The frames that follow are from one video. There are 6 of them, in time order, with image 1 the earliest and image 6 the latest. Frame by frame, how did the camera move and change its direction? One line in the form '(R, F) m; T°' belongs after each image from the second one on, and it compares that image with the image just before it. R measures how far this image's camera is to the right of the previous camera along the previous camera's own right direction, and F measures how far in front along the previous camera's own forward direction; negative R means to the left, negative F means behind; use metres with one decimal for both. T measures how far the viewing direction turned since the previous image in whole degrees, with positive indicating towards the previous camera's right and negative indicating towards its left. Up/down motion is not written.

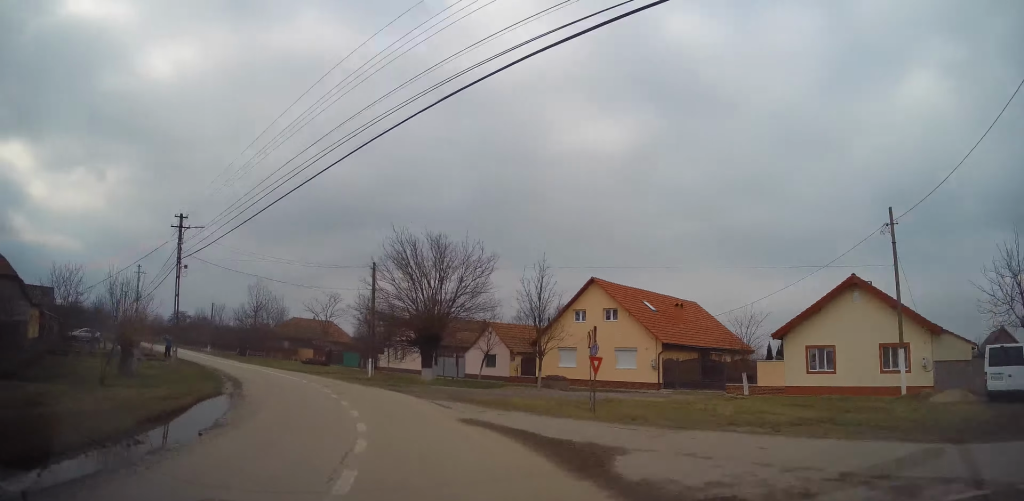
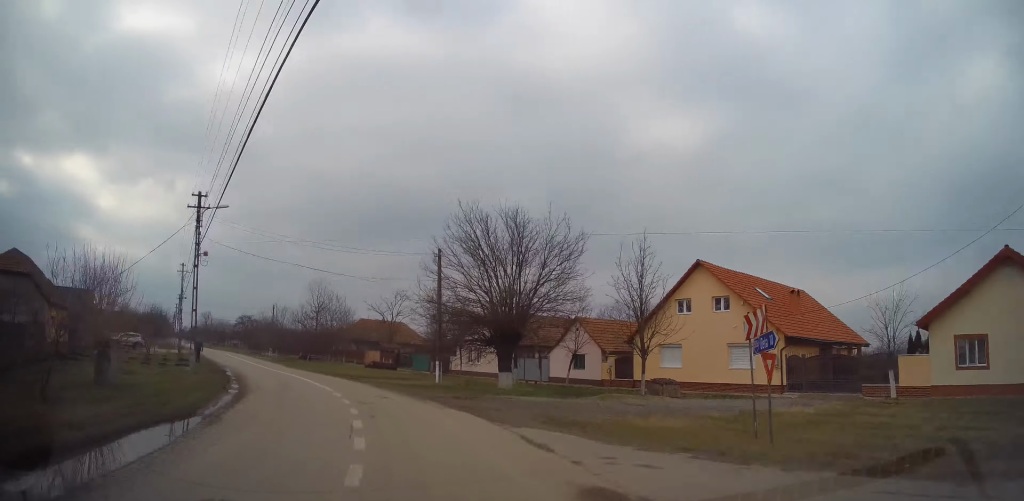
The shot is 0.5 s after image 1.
(0.0, +5.9) m; -6°
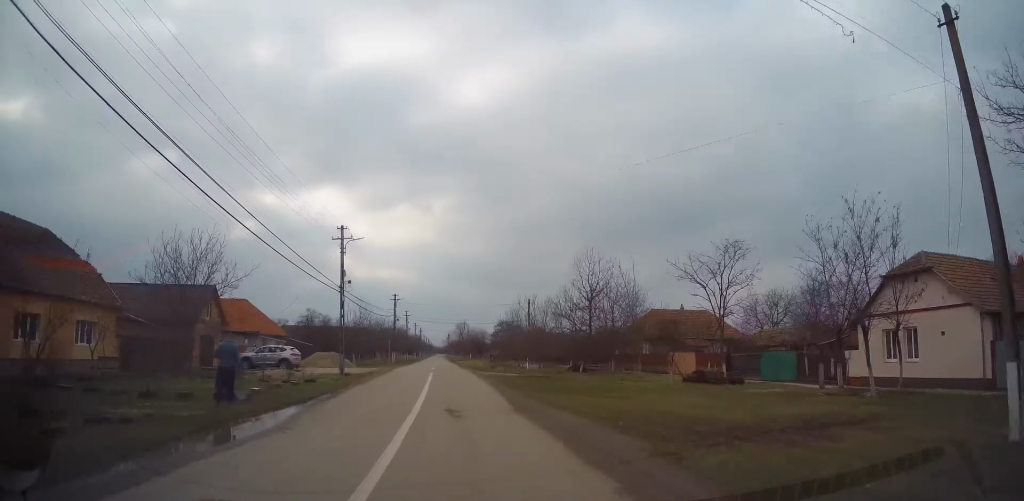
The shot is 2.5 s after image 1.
(-6.8, +22.8) m; -30°
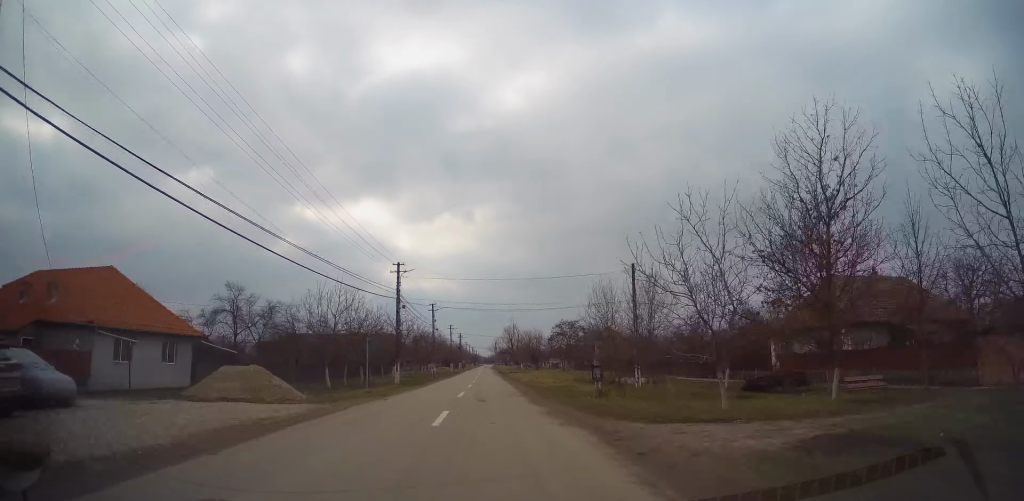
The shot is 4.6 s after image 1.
(-2.4, +27.2) m; -7°
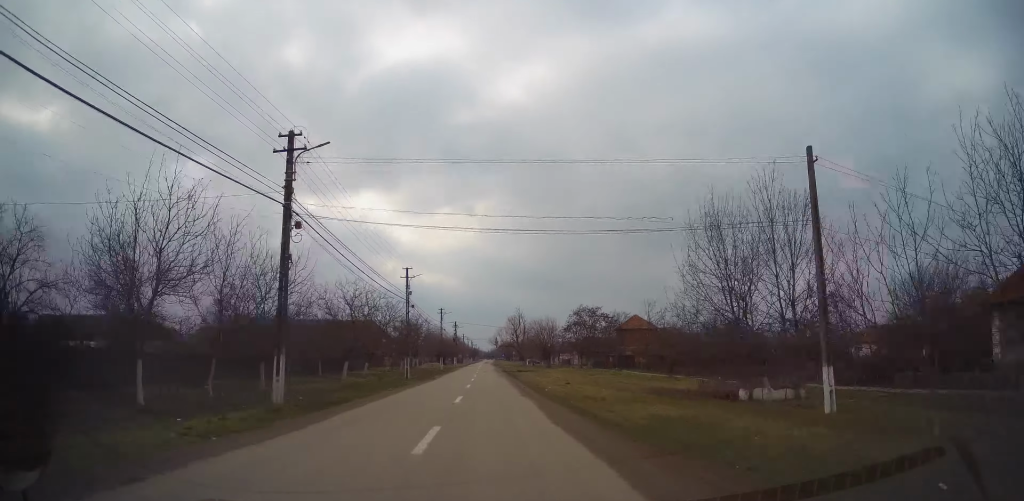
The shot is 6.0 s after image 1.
(+0.2, +20.7) m; 0°
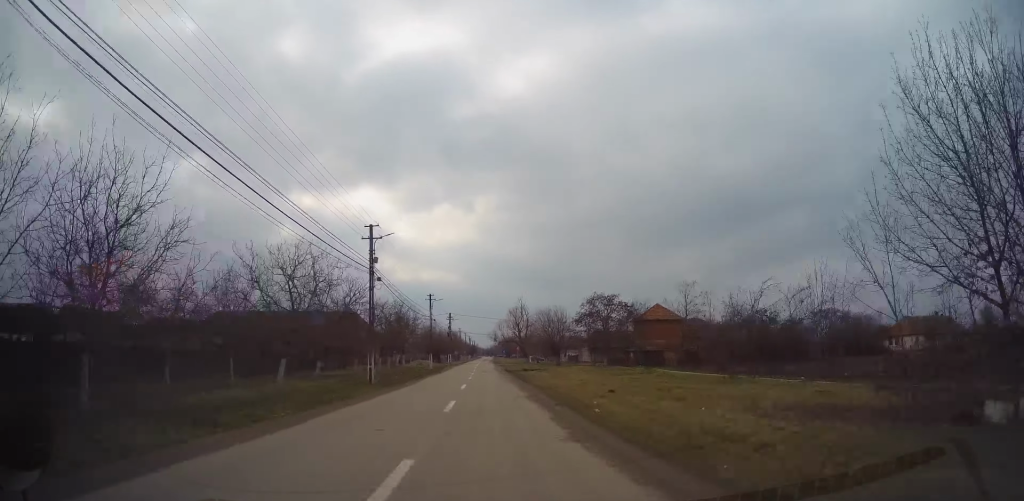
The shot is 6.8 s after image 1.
(0.0, +12.2) m; 0°
